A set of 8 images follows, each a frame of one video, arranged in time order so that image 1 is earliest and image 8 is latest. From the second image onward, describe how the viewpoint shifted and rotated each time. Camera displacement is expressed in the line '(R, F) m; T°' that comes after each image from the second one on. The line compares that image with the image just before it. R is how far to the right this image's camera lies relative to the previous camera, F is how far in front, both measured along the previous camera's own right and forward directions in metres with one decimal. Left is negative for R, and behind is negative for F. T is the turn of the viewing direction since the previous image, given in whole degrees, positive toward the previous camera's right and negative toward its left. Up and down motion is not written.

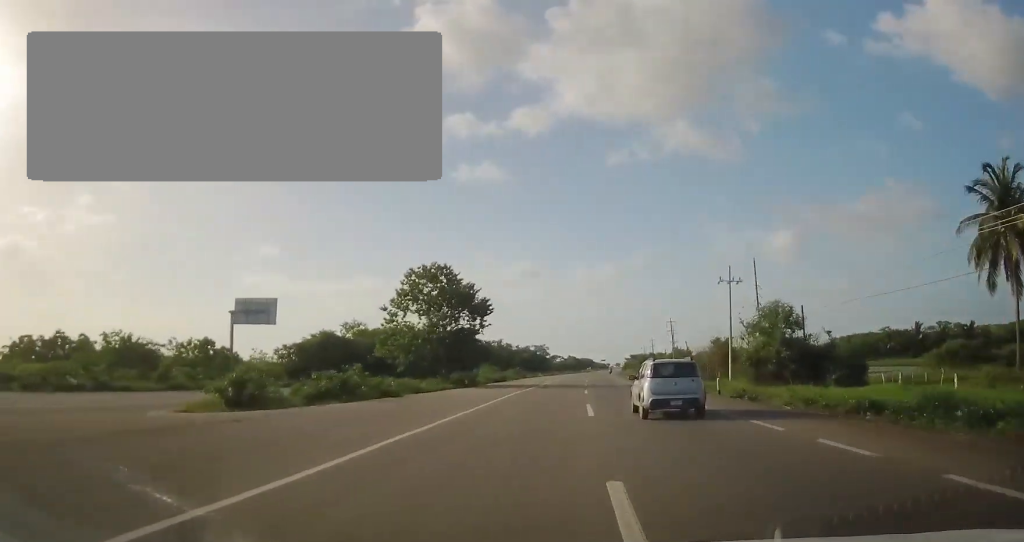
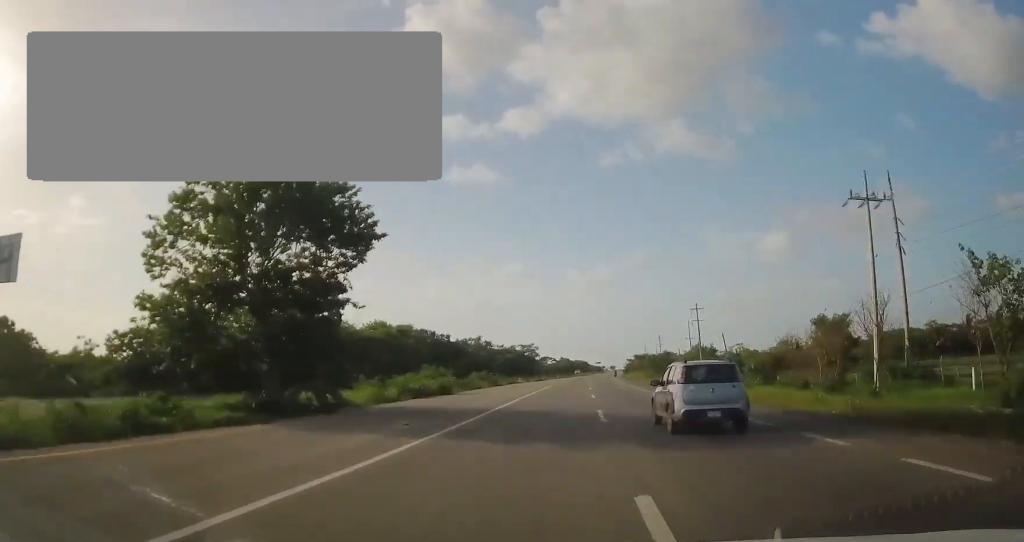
(+0.4, +30.8) m; +1°
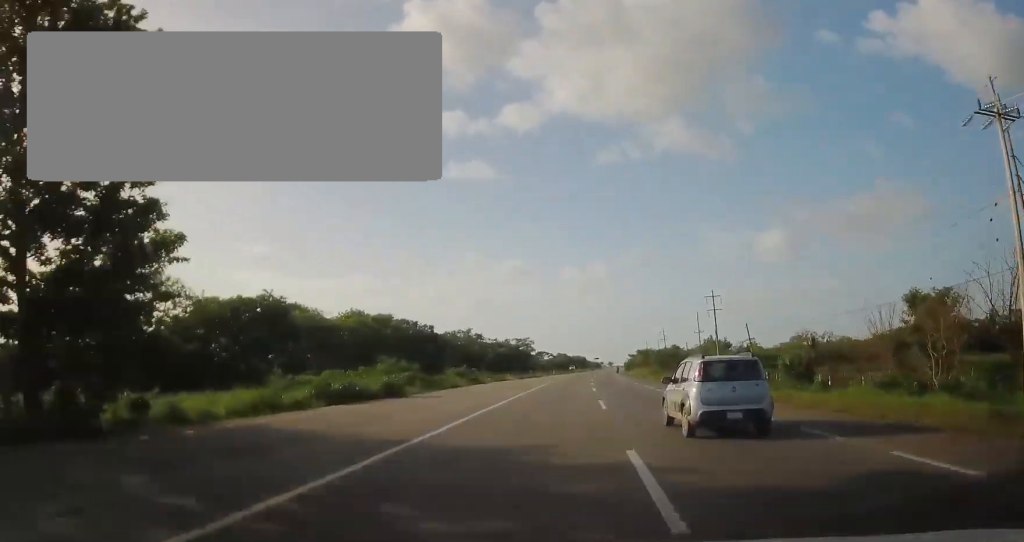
(0.0, +11.6) m; 0°
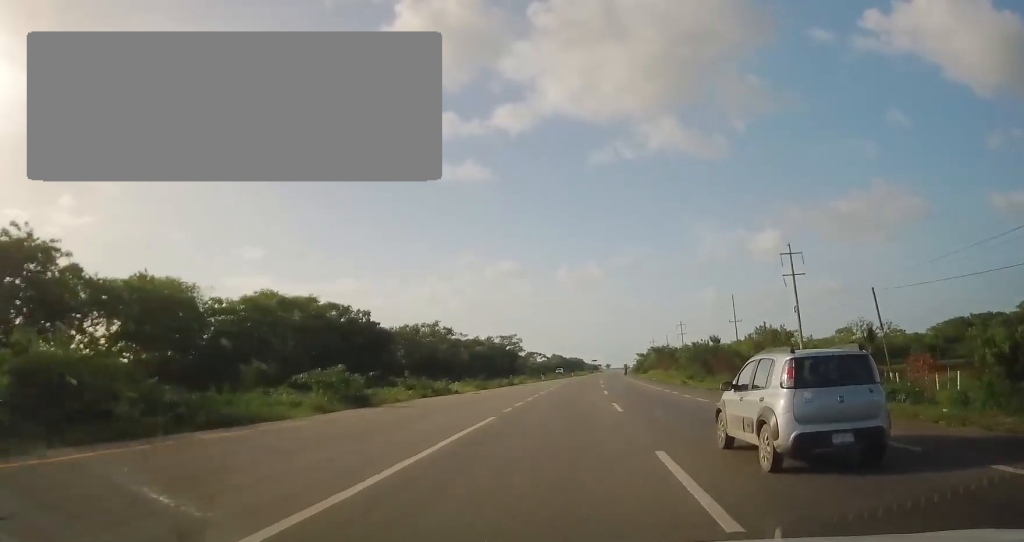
(-0.1, +30.3) m; -1°
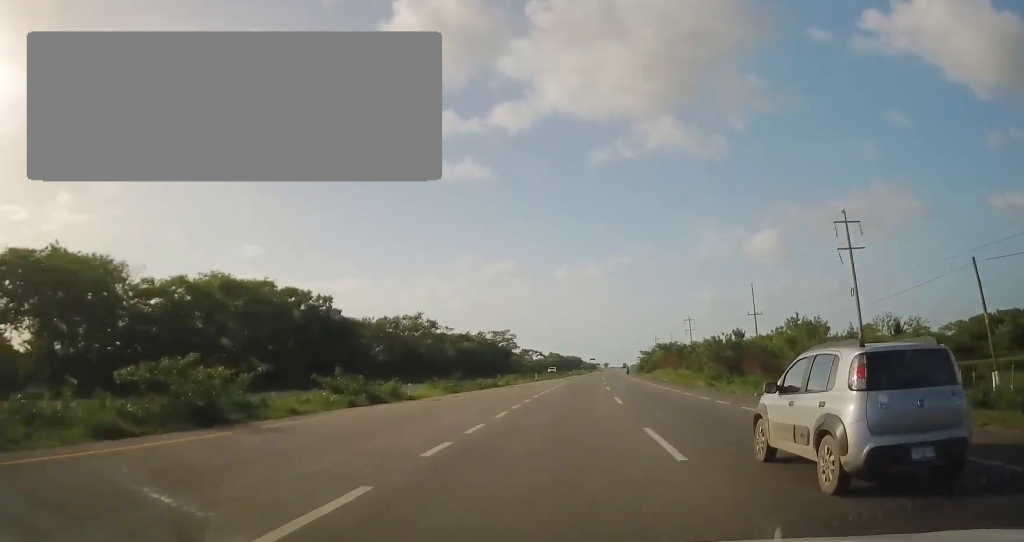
(-0.3, +11.1) m; +1°
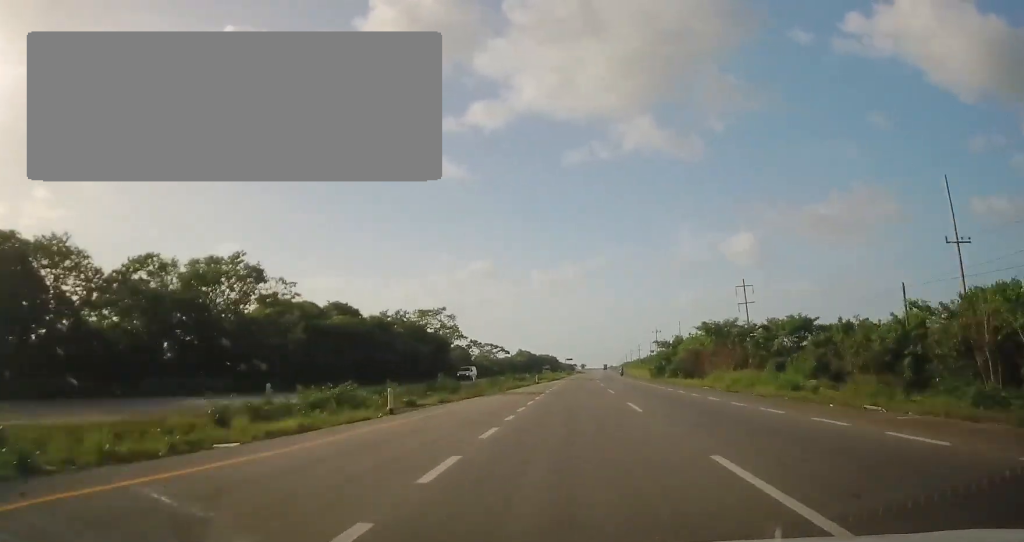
(+1.1, +50.4) m; +2°
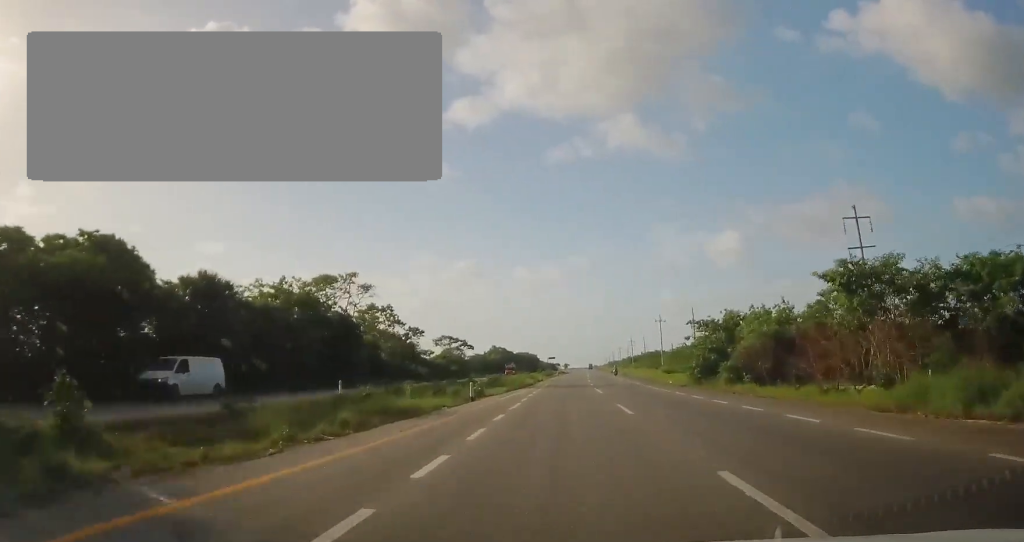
(+0.4, +32.0) m; +2°
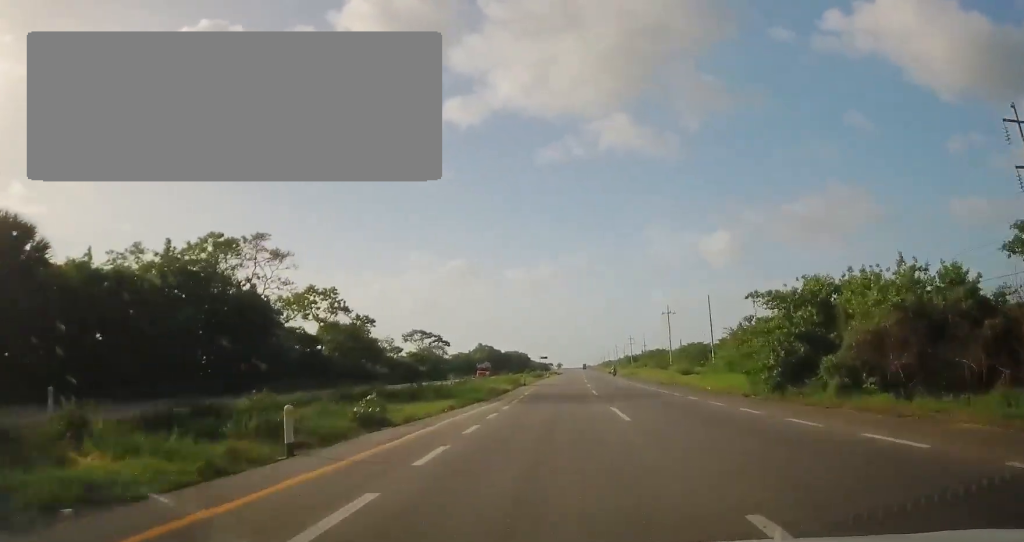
(+0.3, +17.4) m; +1°
